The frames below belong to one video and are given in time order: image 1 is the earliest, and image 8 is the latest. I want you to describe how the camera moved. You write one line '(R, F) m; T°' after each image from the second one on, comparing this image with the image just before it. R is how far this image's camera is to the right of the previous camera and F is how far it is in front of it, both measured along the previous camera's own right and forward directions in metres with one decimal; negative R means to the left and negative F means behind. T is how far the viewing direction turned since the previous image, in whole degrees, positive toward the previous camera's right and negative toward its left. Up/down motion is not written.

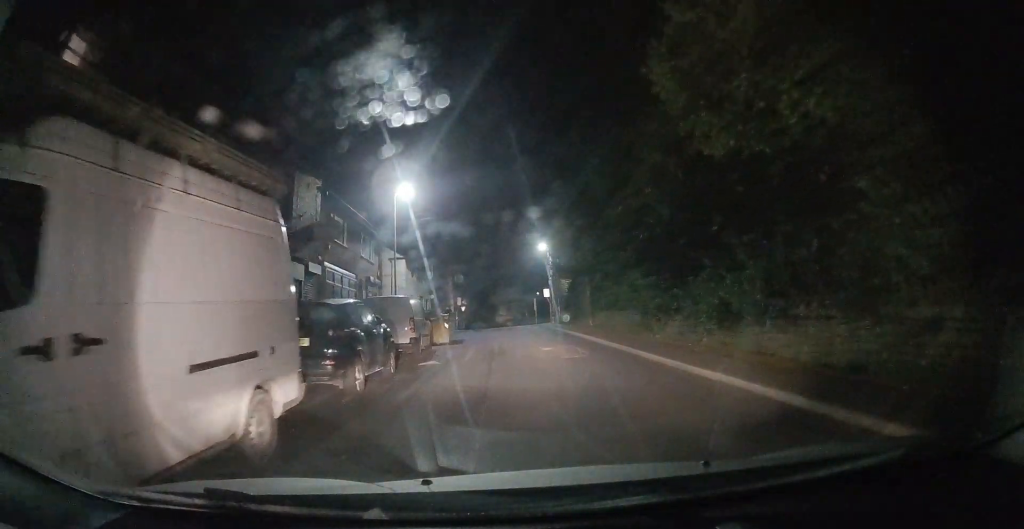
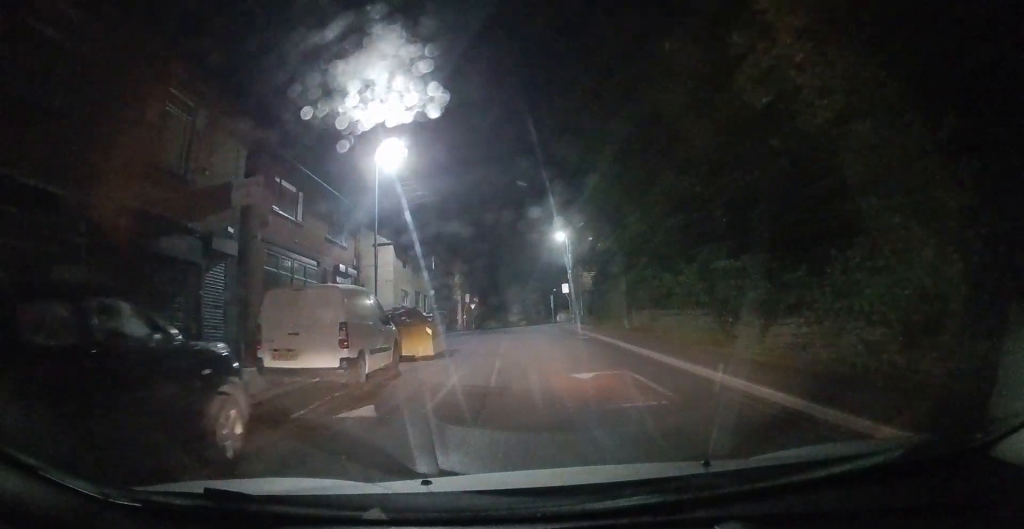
(-0.1, +6.0) m; -1°
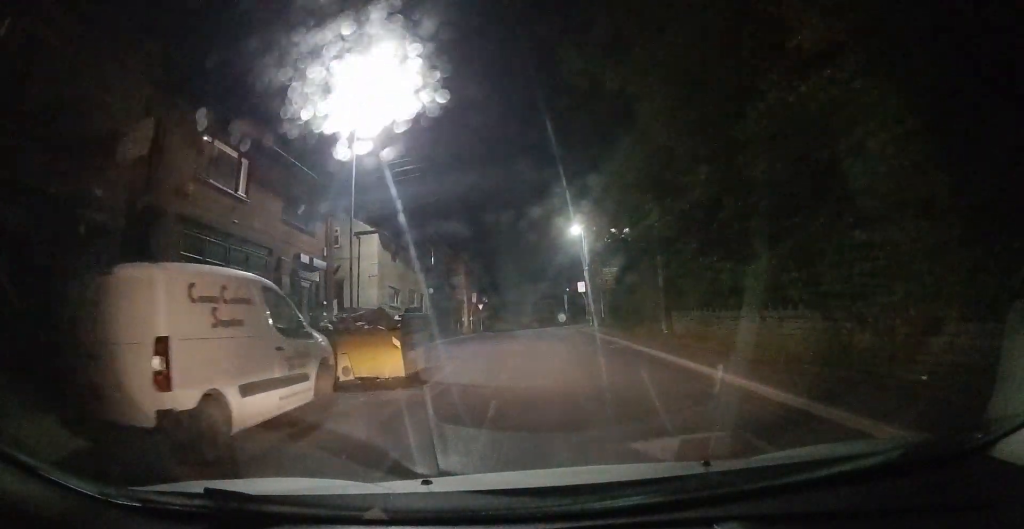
(+0.1, +4.3) m; +1°
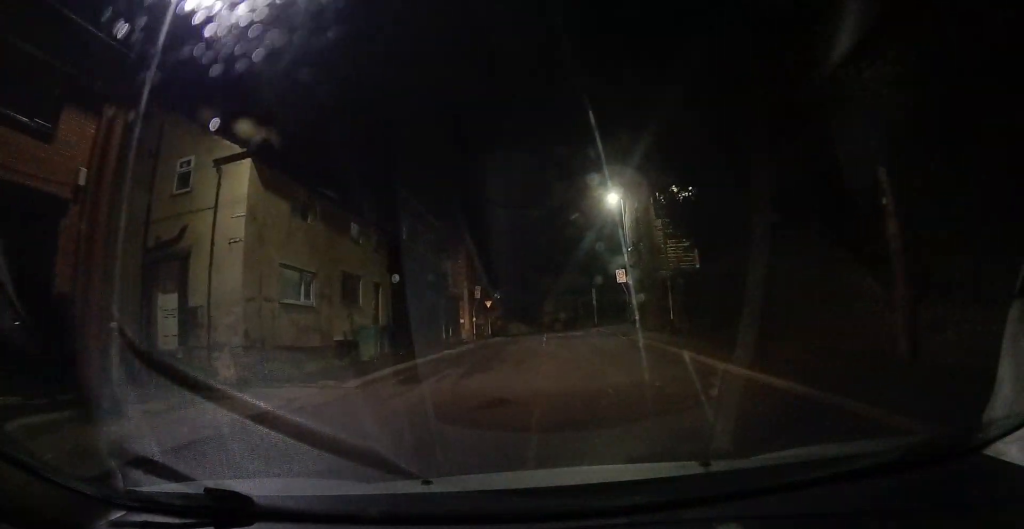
(-0.5, +11.2) m; -4°
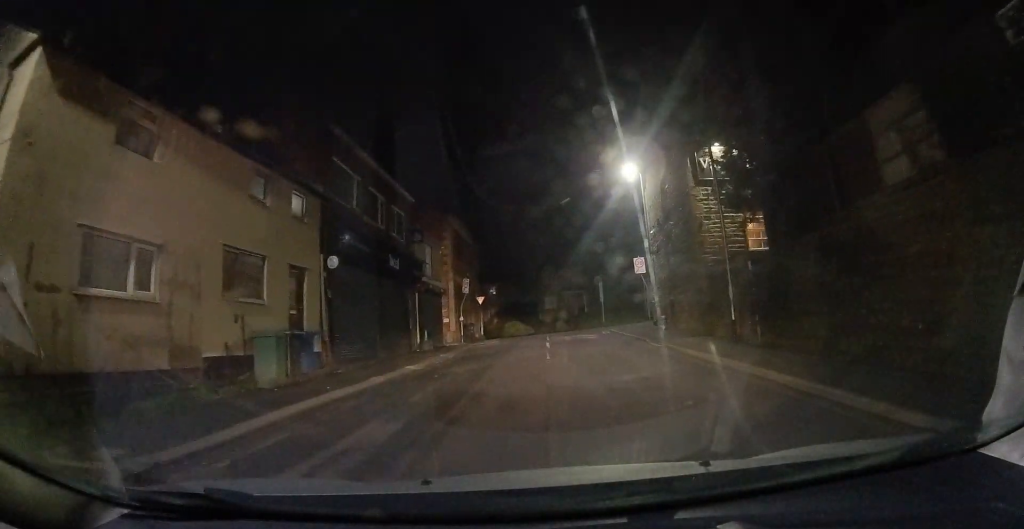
(-0.3, +6.0) m; +1°
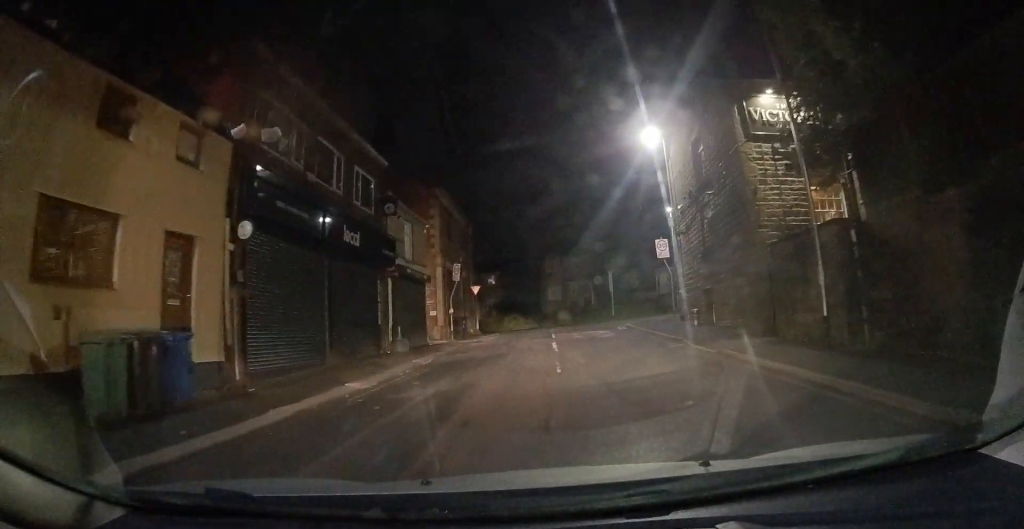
(+0.4, +4.5) m; 0°
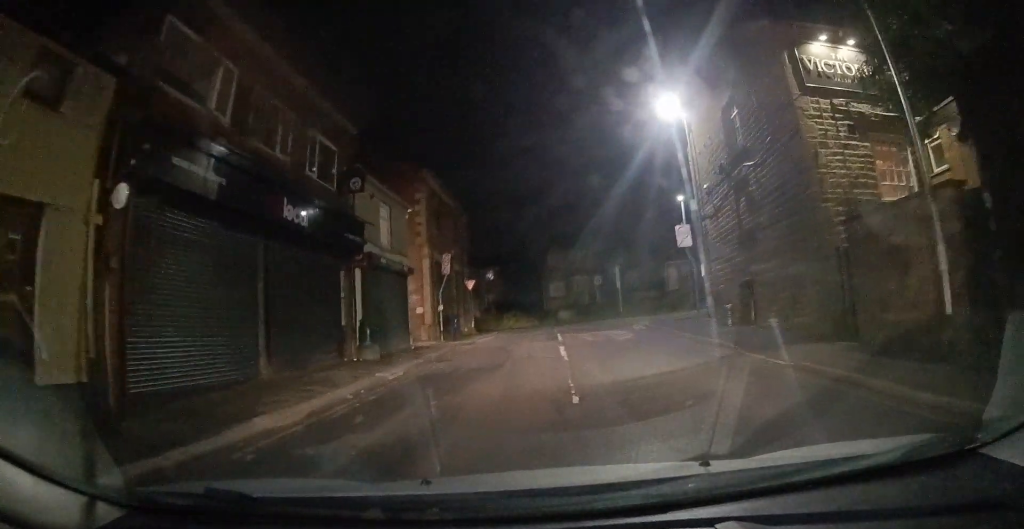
(+0.2, +3.3) m; 0°
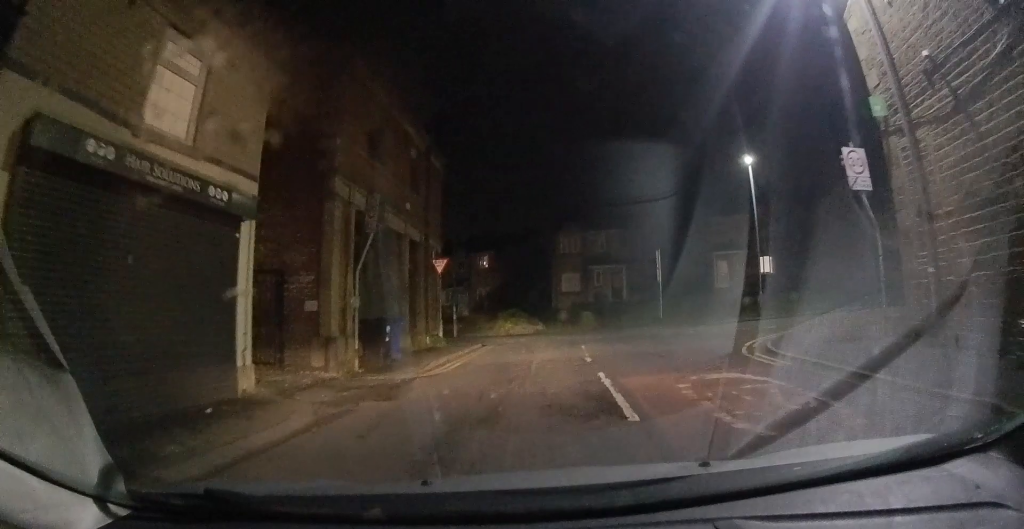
(-0.5, +11.6) m; 0°
